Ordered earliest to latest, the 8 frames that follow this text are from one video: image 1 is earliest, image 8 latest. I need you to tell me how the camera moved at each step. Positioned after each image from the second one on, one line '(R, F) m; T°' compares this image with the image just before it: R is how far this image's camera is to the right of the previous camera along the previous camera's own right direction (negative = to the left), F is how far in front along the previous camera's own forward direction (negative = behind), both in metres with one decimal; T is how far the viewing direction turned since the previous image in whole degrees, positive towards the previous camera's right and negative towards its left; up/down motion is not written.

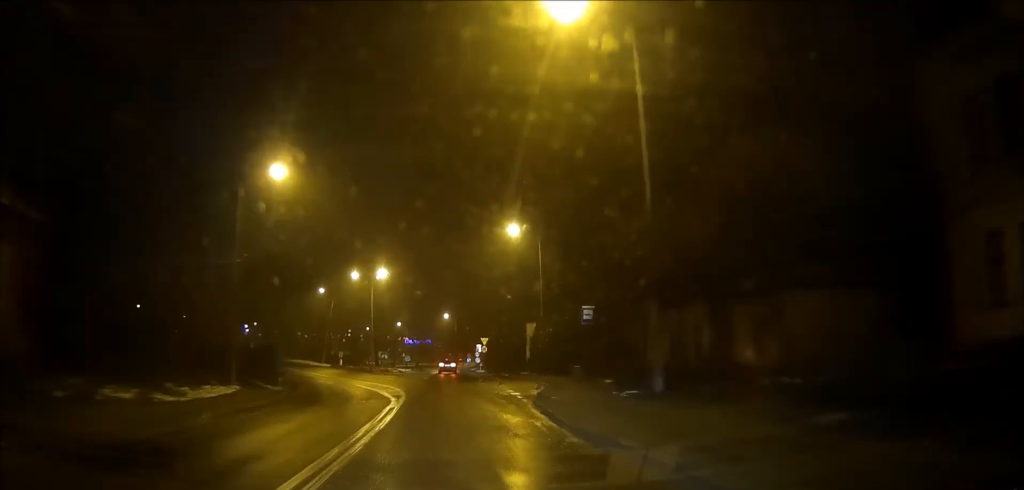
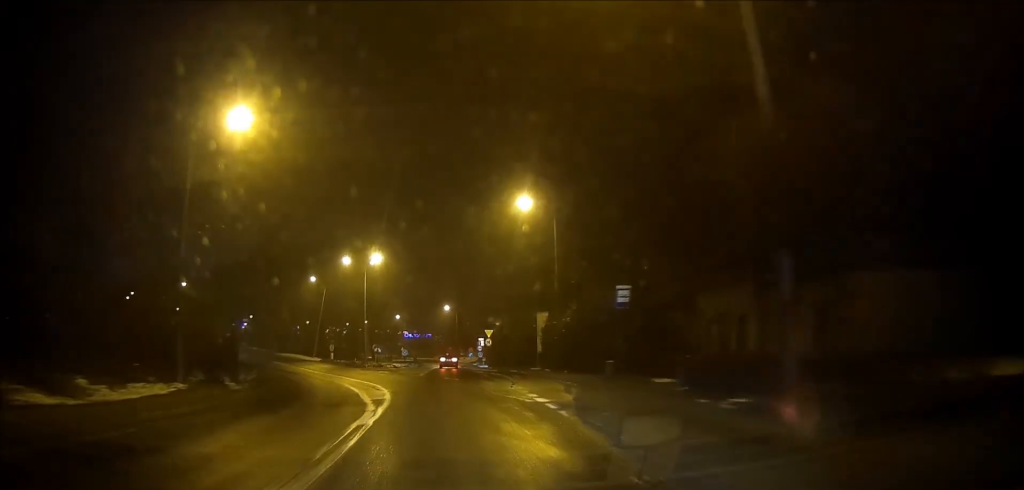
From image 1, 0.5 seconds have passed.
(+0.1, +7.1) m; -1°
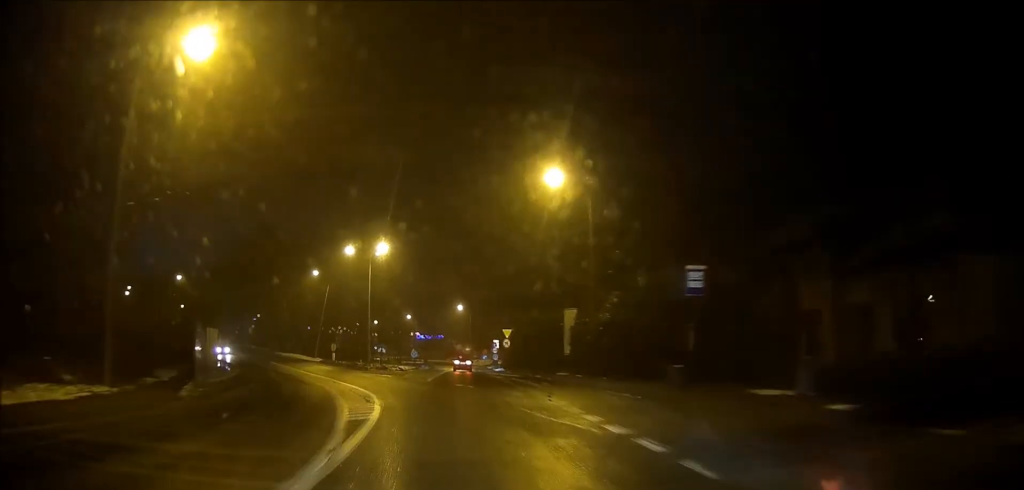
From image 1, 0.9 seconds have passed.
(-0.1, +7.0) m; -1°
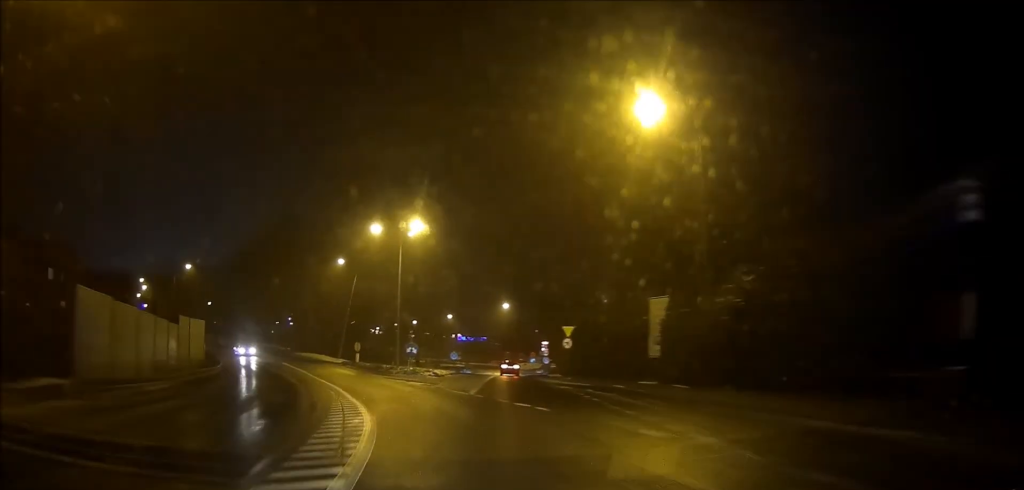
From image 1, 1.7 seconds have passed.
(-0.2, +11.3) m; -1°
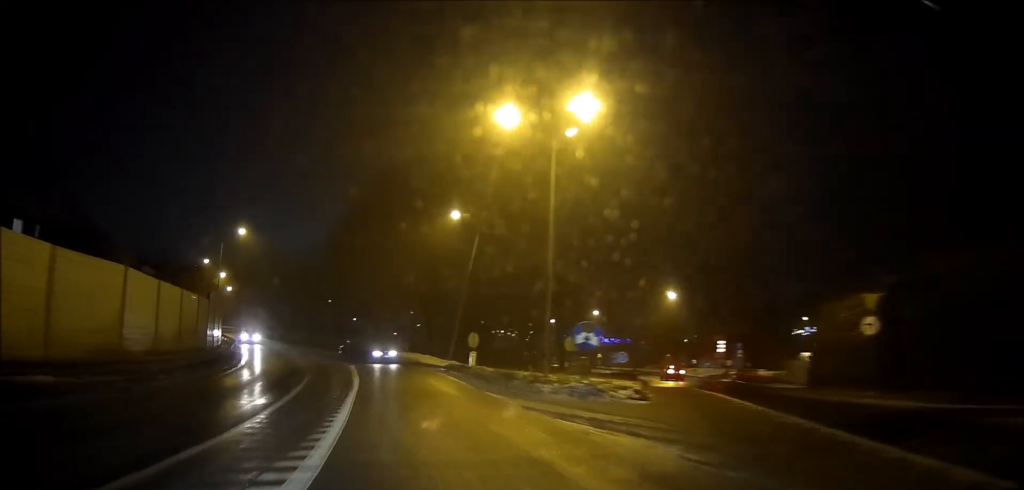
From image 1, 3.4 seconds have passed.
(0.0, +23.9) m; -4°
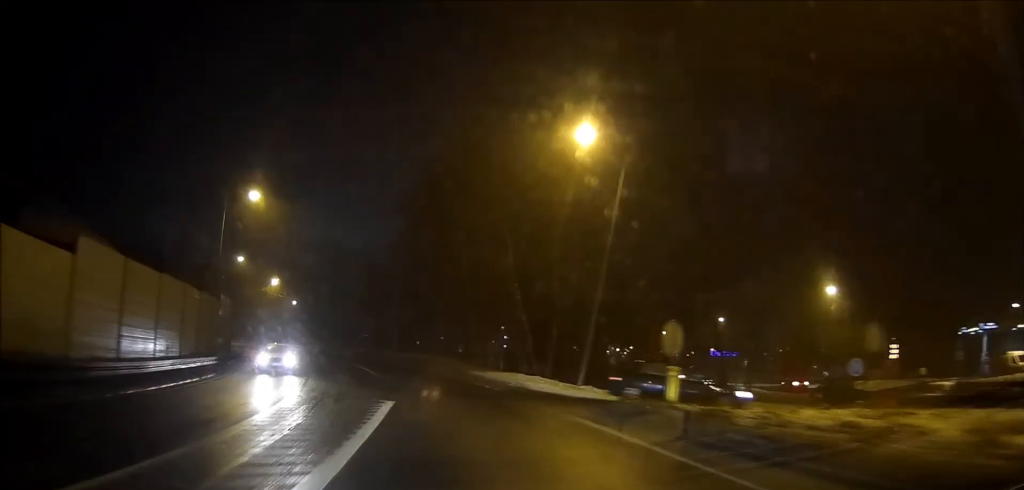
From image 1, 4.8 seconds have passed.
(-2.0, +19.9) m; -11°
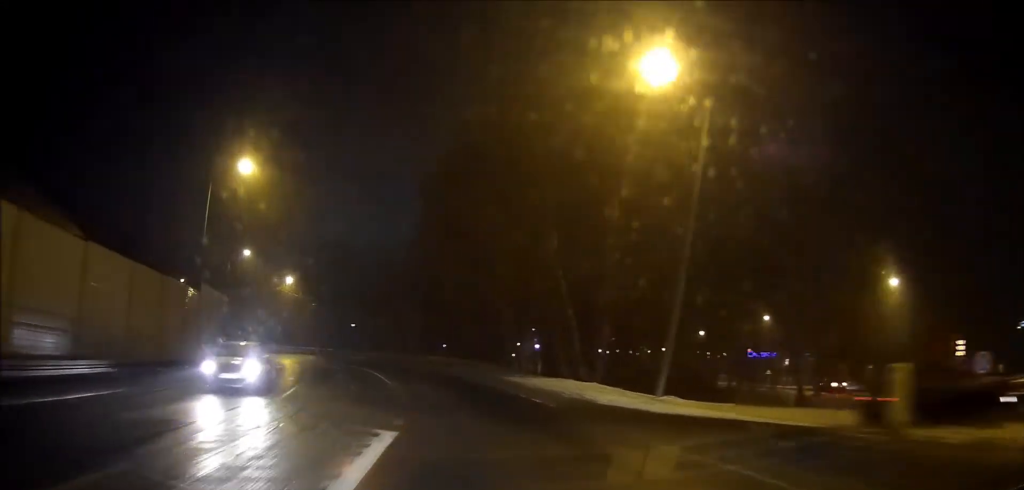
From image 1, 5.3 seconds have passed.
(-0.2, +7.0) m; -4°
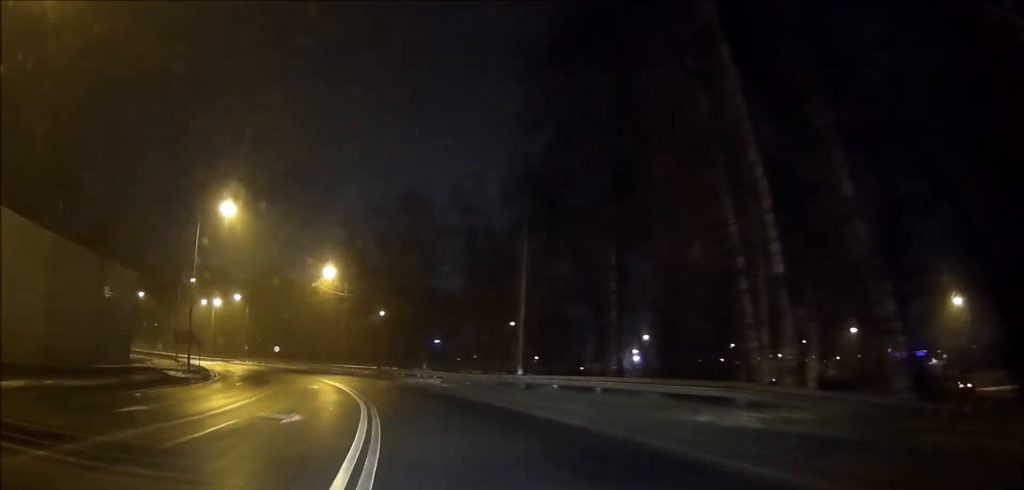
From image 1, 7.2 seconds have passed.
(-2.0, +27.7) m; -7°
